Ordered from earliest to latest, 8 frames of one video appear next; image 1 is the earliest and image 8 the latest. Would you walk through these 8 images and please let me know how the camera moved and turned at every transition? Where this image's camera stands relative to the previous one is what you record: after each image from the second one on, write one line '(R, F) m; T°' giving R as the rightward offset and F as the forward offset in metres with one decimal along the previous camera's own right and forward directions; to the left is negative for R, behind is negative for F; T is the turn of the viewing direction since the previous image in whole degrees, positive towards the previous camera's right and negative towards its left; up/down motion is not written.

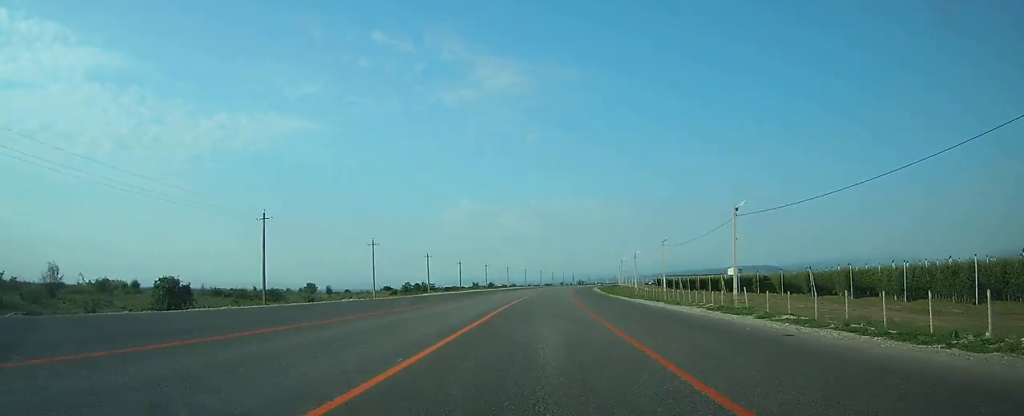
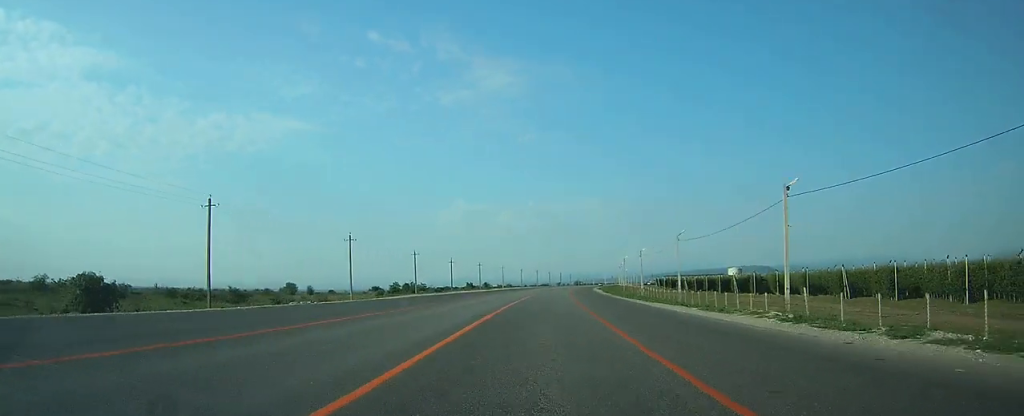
(0.0, +9.2) m; +1°
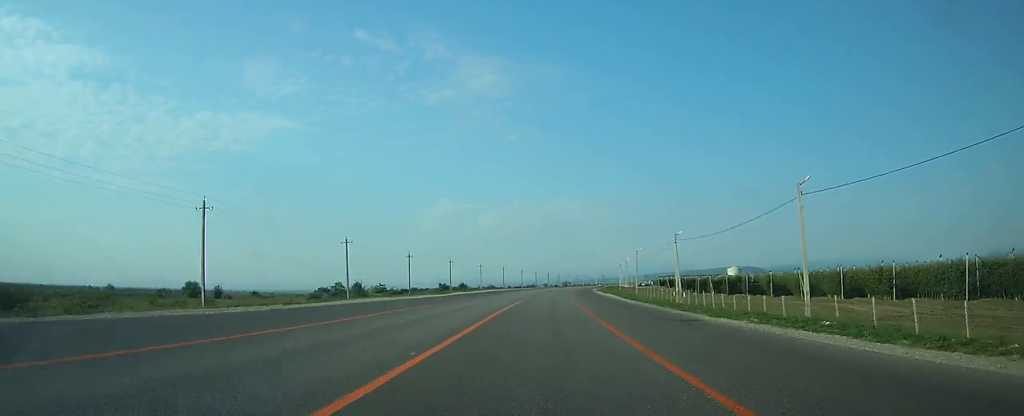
(+0.5, +32.7) m; +1°
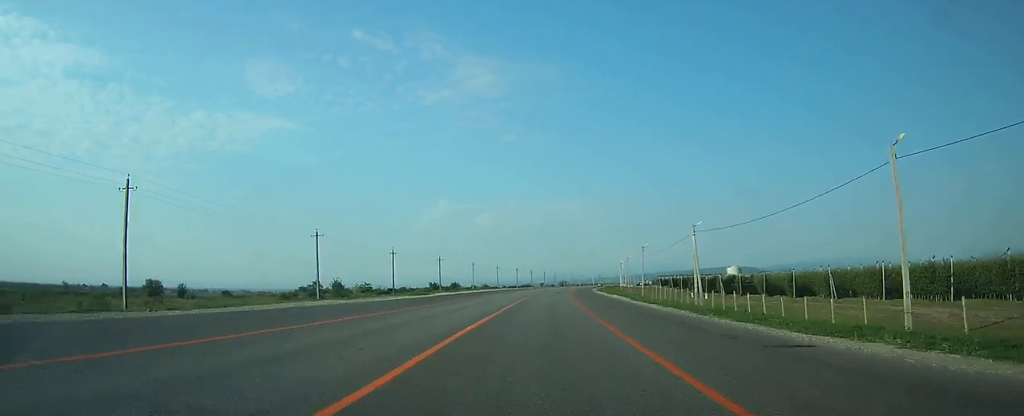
(0.0, +9.3) m; 0°
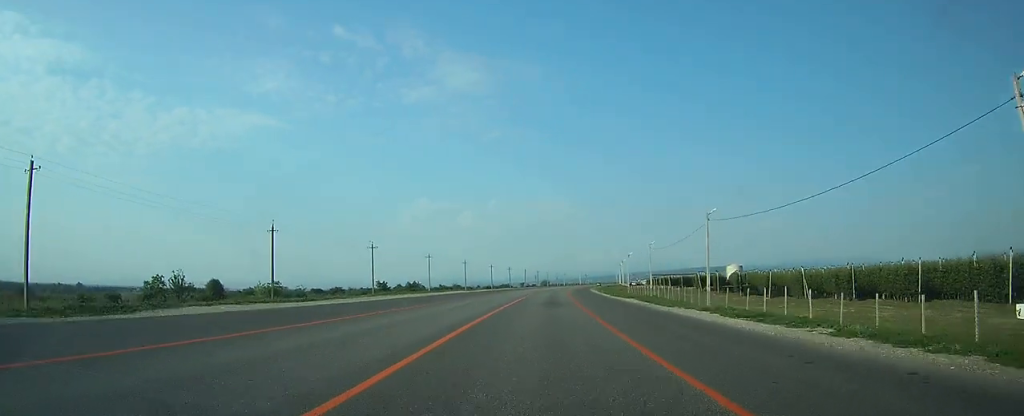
(+0.6, +41.7) m; +2°
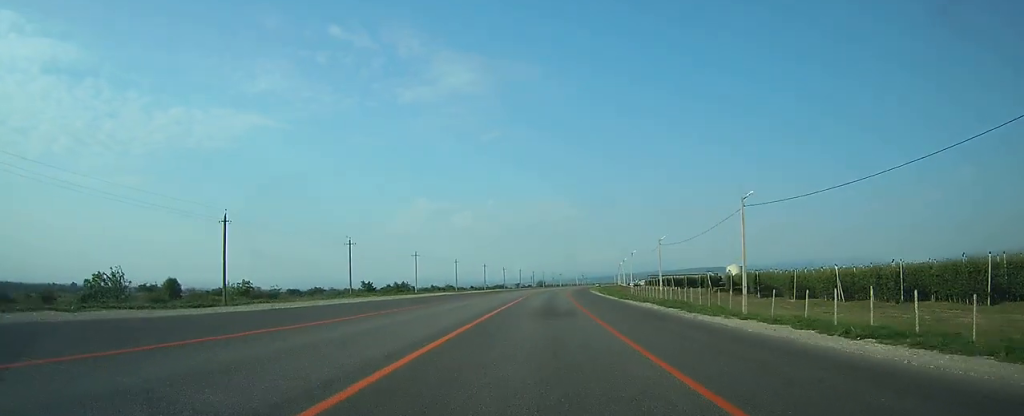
(0.0, +9.3) m; 0°
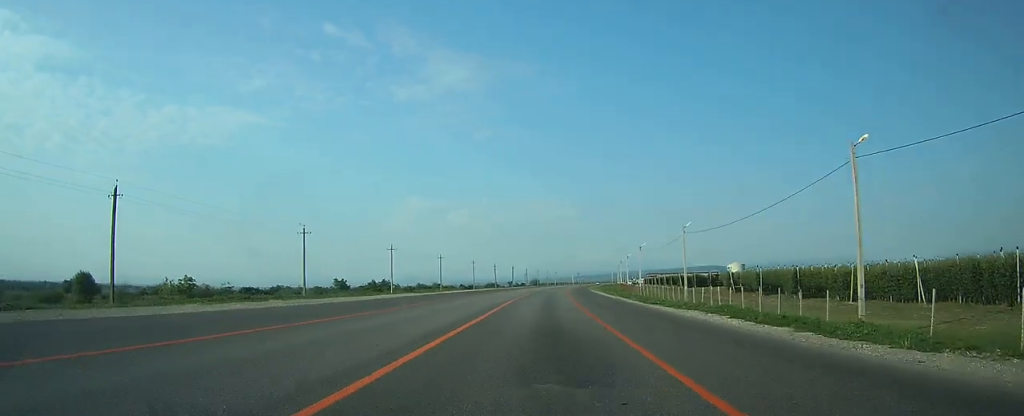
(+0.1, +15.0) m; +1°
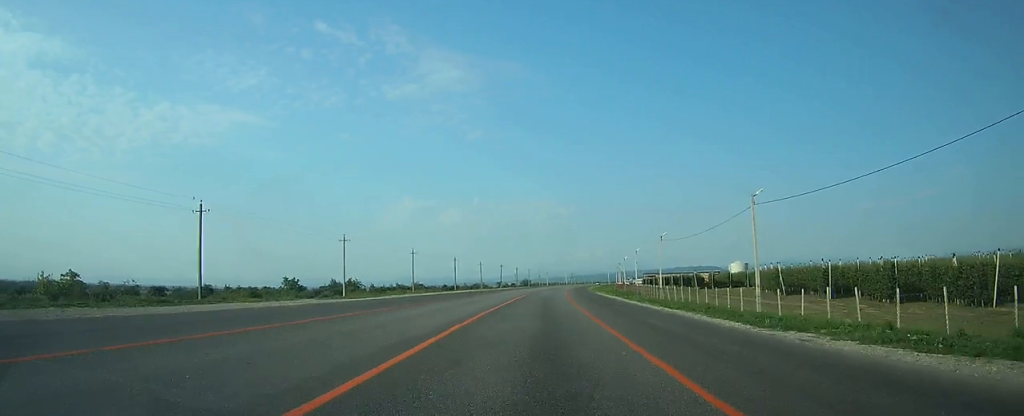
(+0.2, +21.3) m; +1°
